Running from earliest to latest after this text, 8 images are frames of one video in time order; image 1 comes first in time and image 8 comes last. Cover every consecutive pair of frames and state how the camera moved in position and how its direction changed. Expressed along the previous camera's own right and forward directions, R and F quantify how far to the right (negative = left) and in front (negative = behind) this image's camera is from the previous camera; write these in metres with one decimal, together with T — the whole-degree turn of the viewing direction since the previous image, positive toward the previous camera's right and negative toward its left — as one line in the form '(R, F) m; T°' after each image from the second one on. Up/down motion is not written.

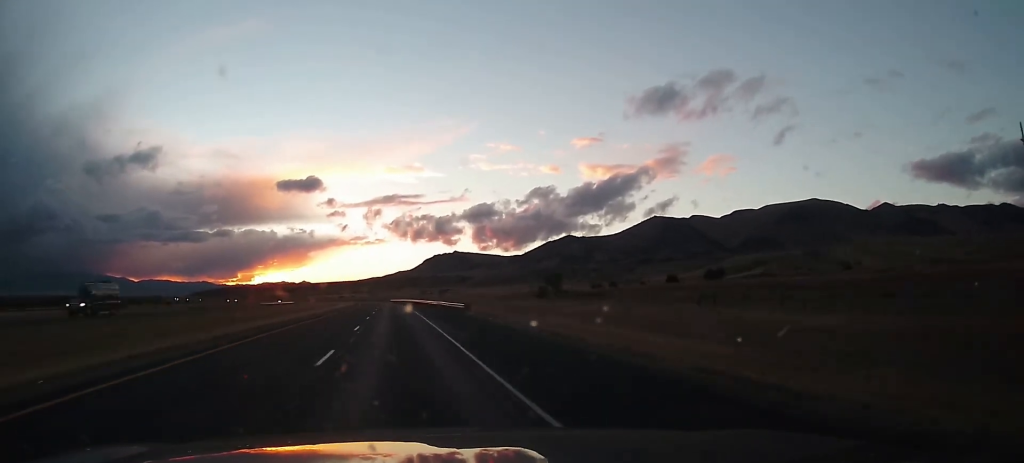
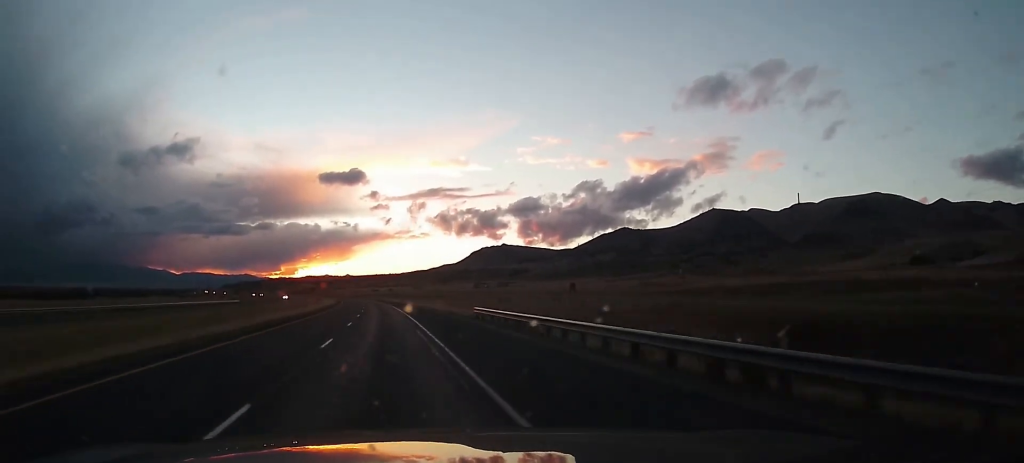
(+3.3, +160.6) m; -5°
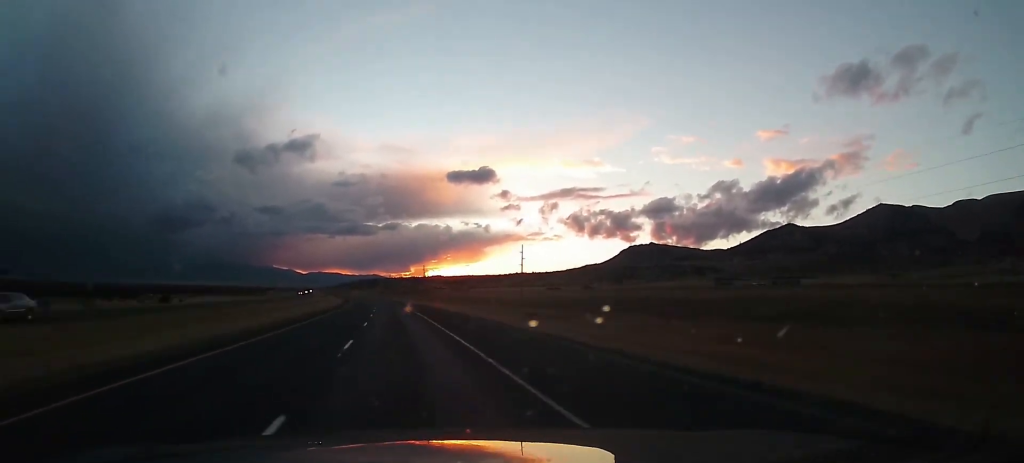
(-32.3, +305.9) m; -10°
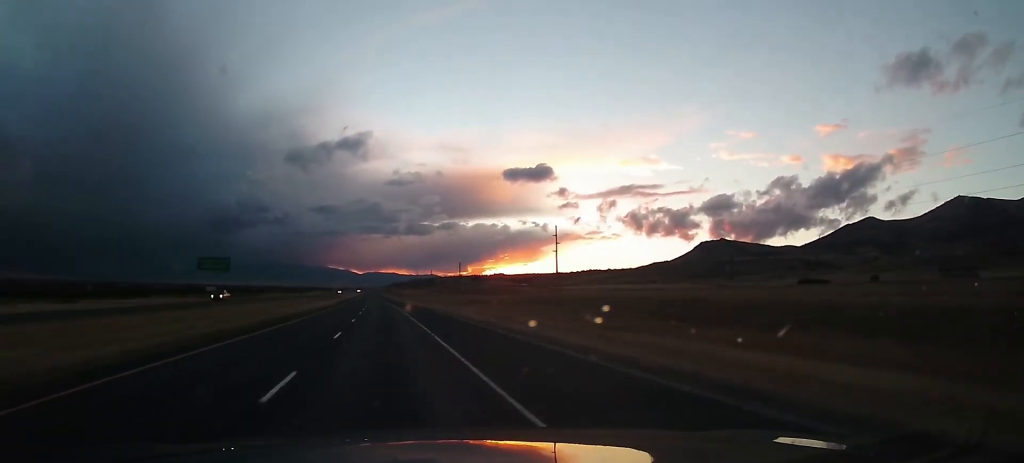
(-9.2, +157.6) m; -3°
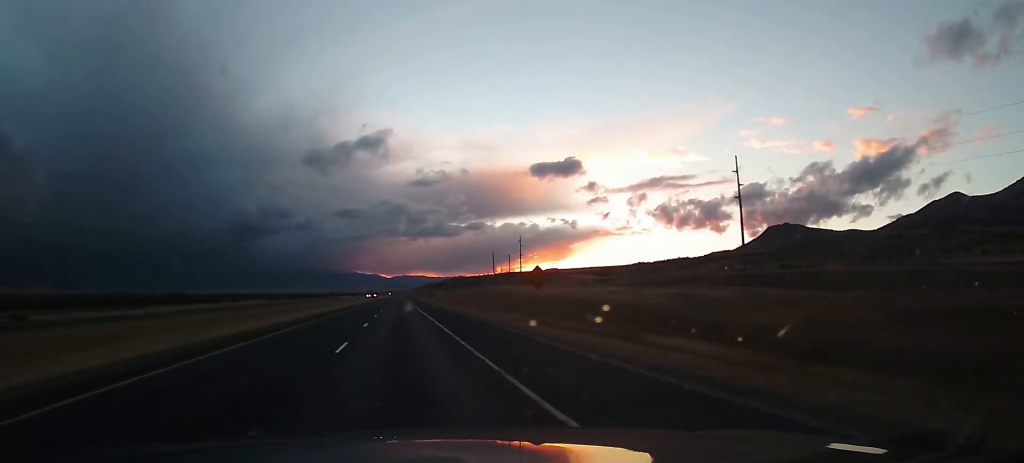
(-12.8, +315.7) m; -2°
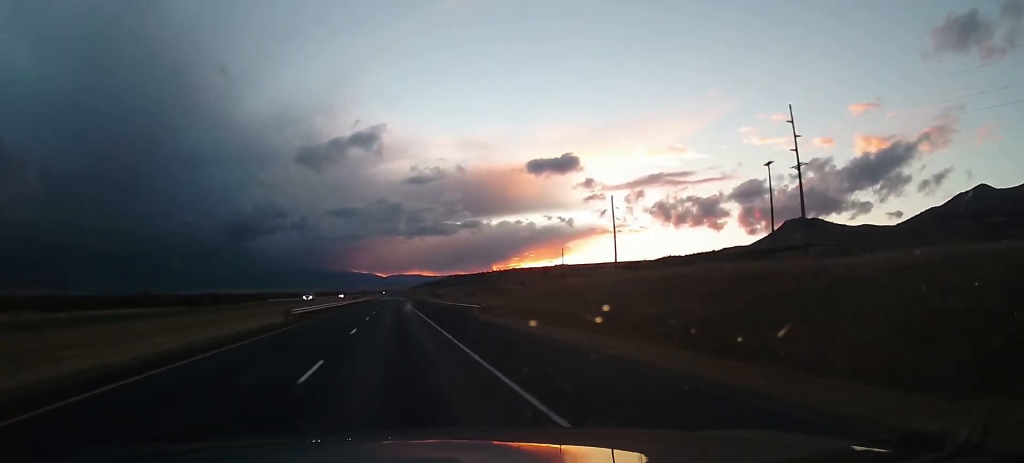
(0.0, +137.5) m; 0°
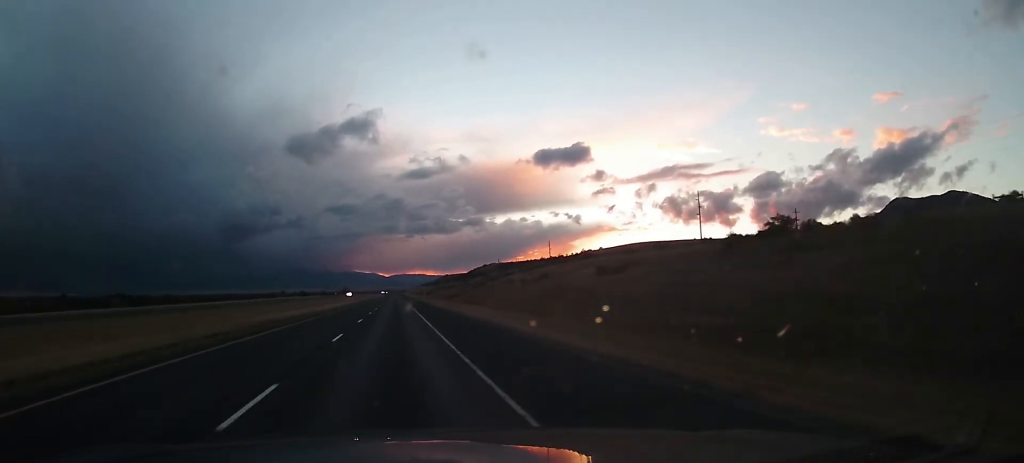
(-1.5, +591.5) m; 0°
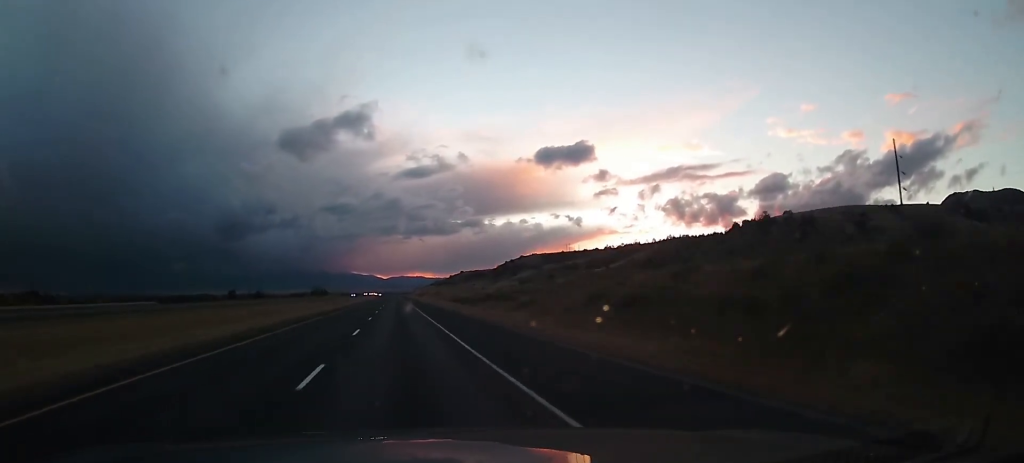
(+0.4, +292.8) m; 0°
